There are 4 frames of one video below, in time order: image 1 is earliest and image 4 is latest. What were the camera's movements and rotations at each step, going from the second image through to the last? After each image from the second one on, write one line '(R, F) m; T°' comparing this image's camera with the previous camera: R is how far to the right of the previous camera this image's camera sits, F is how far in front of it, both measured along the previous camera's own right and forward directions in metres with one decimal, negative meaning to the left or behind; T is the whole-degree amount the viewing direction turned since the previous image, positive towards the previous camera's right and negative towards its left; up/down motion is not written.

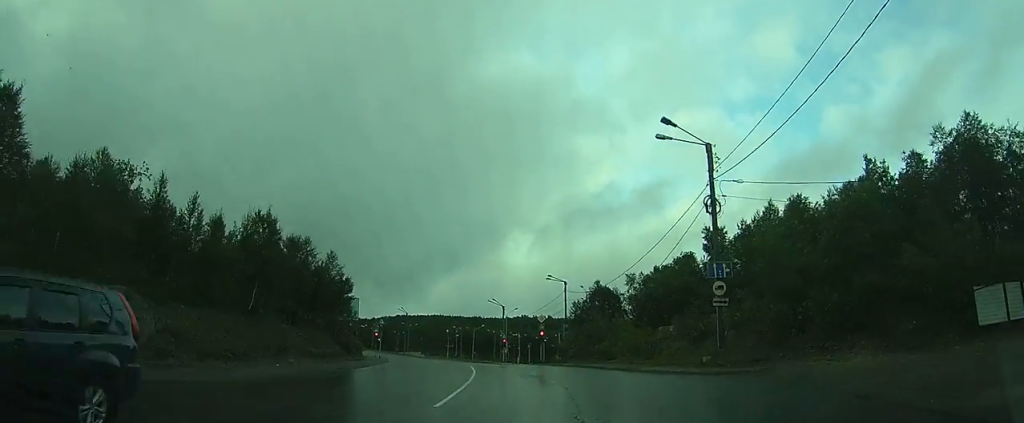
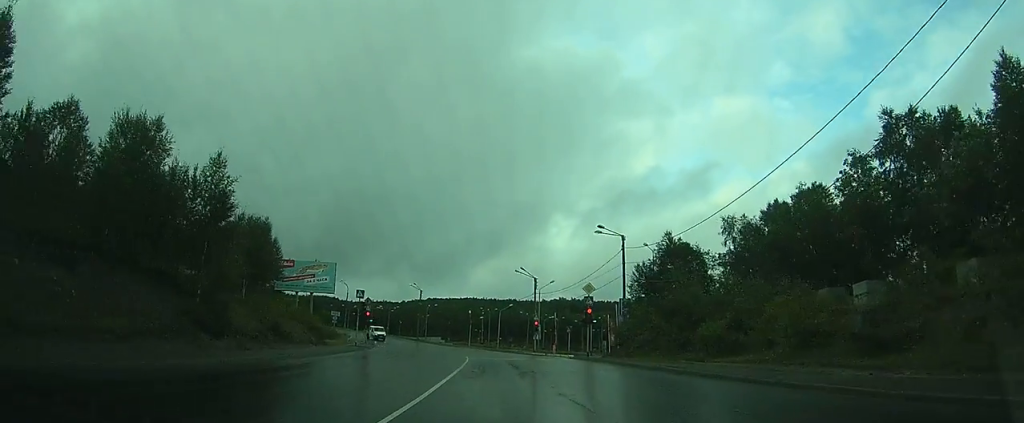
(-0.9, +23.7) m; -5°
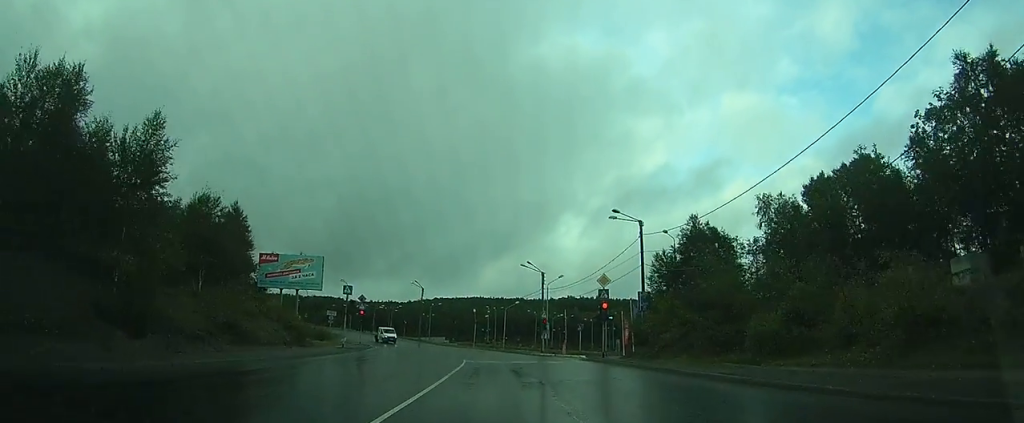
(-0.1, +6.1) m; -1°
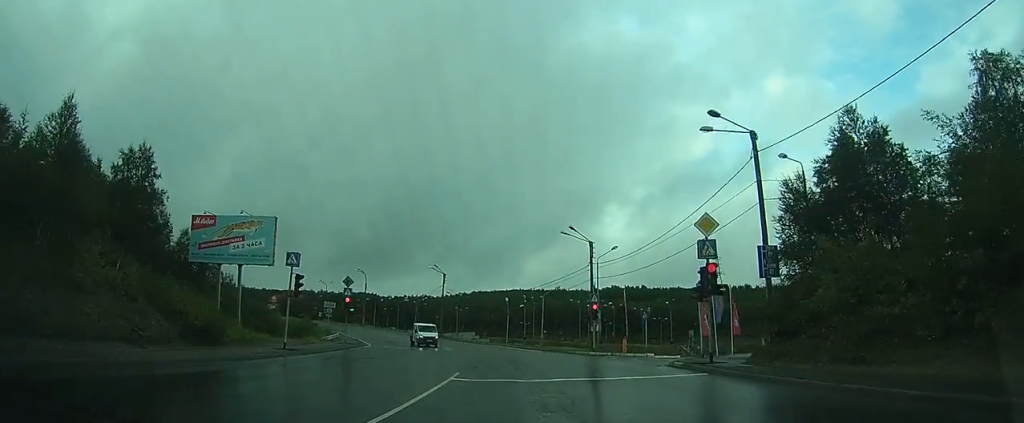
(-0.3, +21.4) m; -1°
